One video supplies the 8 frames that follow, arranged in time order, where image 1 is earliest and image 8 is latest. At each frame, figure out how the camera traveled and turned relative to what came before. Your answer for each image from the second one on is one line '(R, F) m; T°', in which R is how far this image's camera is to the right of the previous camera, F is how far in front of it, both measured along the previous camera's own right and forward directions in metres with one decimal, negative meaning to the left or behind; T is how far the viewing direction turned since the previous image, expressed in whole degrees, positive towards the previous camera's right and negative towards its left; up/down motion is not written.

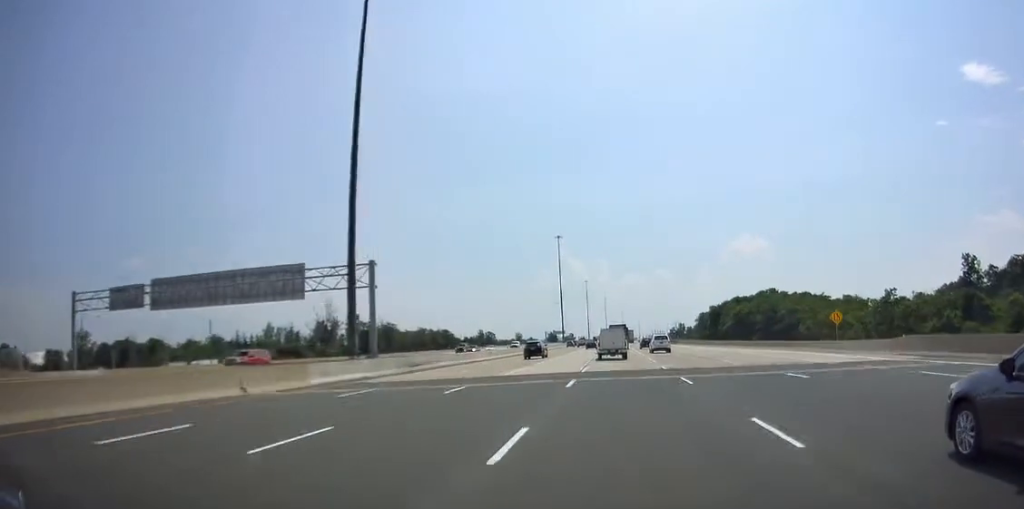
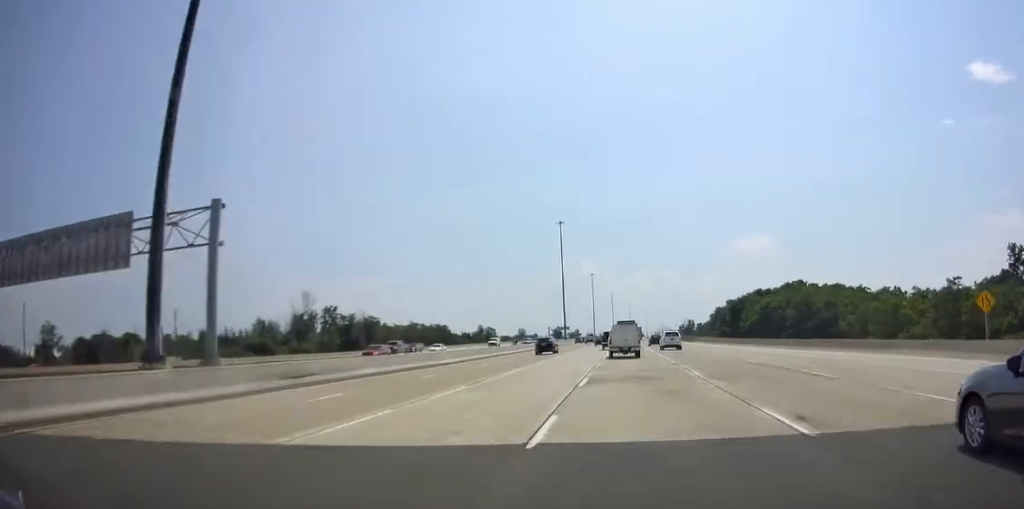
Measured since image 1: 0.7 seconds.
(+0.1, +22.2) m; 0°
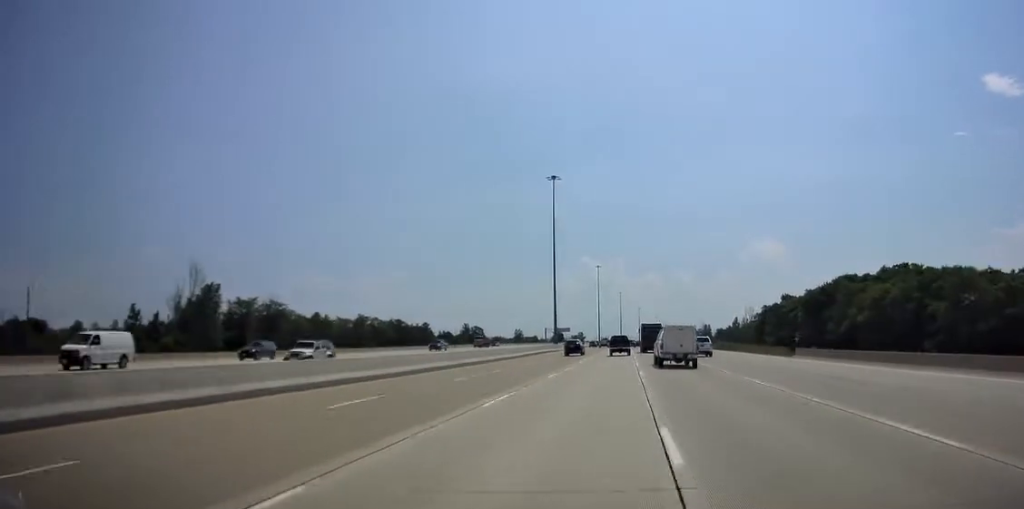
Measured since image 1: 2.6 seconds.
(-0.7, +60.3) m; 0°
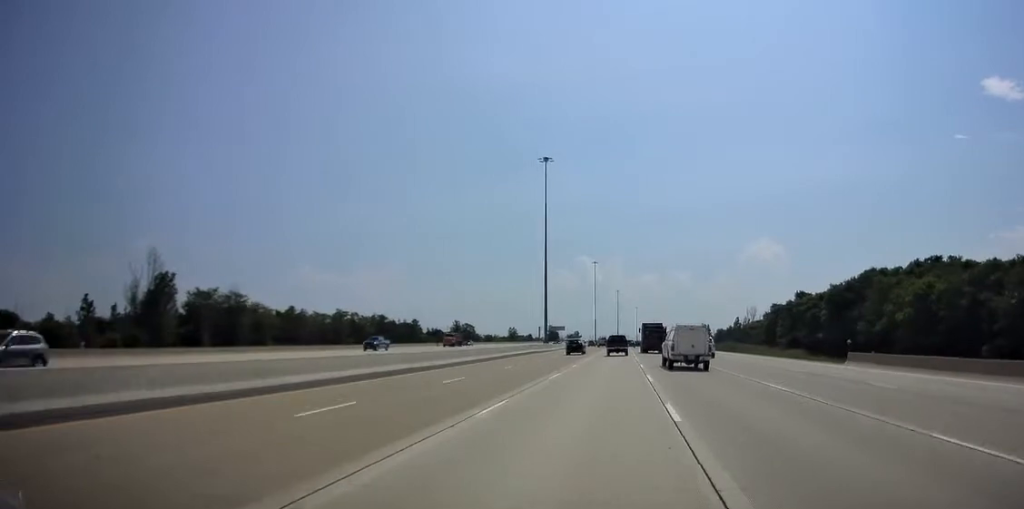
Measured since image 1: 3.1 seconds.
(+0.1, +14.8) m; 0°
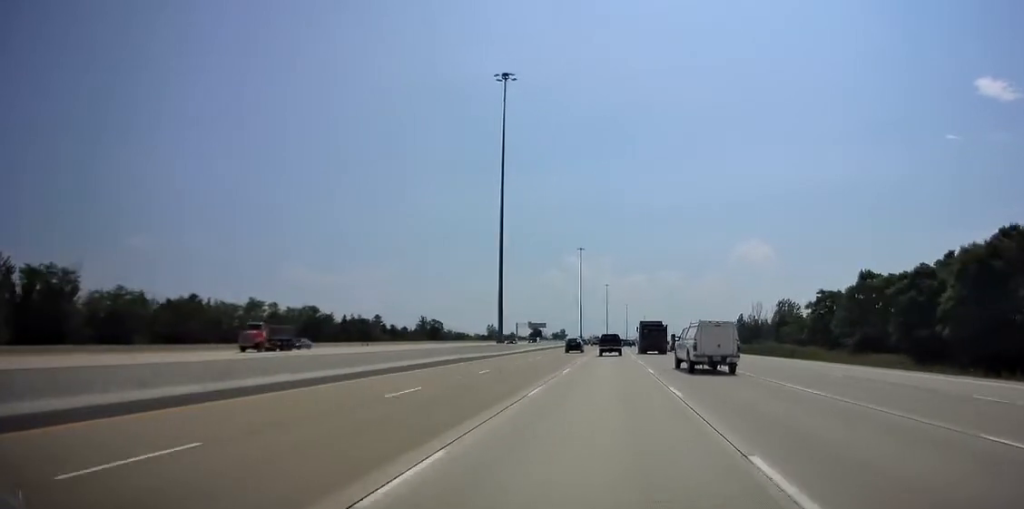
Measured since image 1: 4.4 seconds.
(+0.4, +42.3) m; 0°
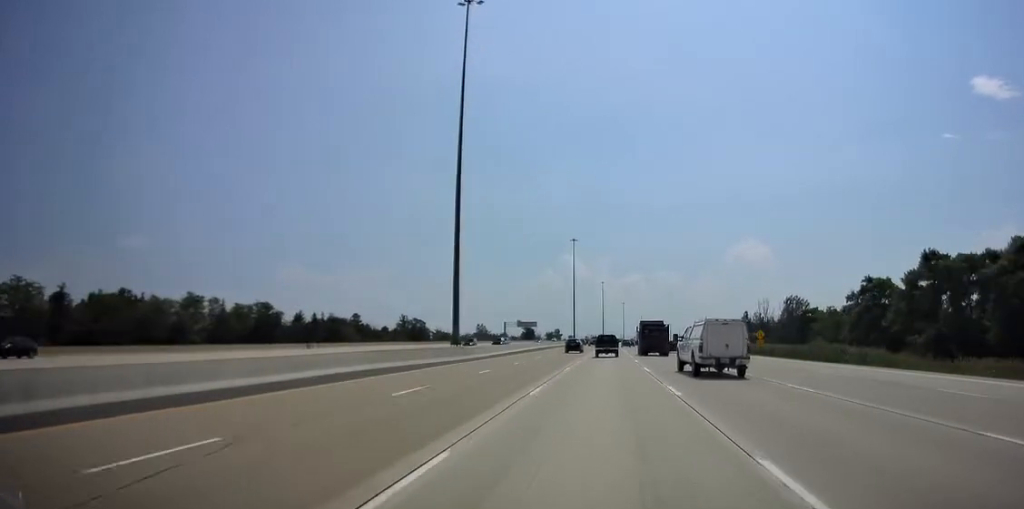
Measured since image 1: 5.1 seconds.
(-0.2, +23.5) m; 0°
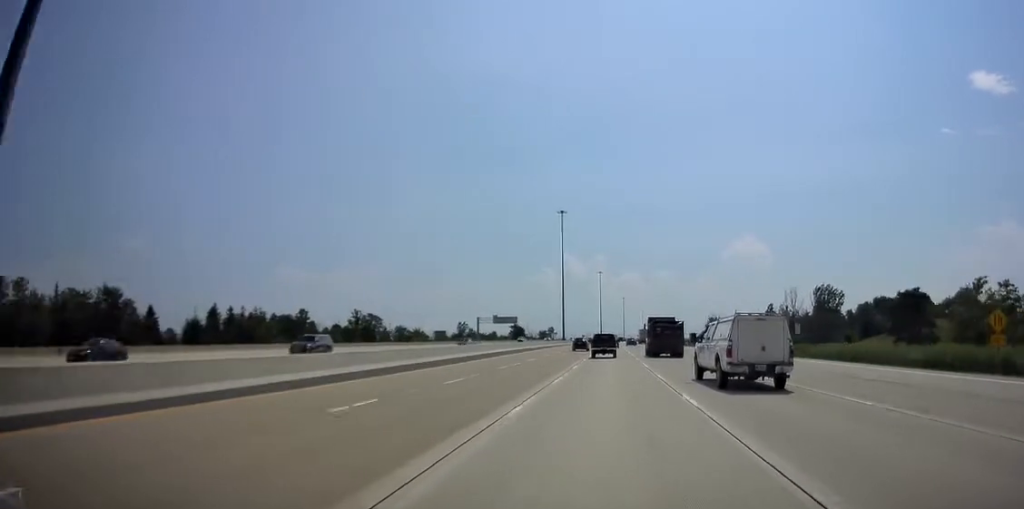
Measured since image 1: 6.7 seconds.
(+0.4, +51.2) m; +1°
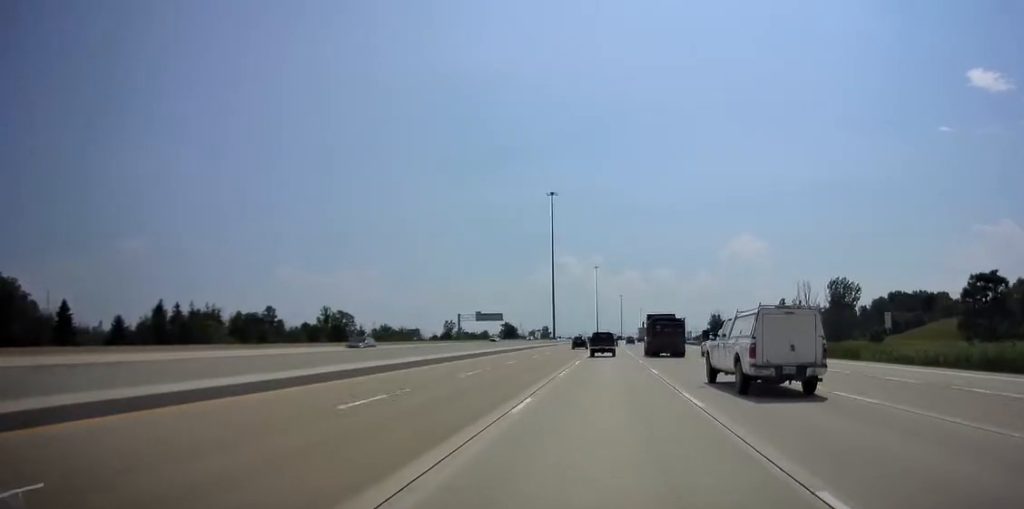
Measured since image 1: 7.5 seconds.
(+0.2, +23.5) m; 0°
